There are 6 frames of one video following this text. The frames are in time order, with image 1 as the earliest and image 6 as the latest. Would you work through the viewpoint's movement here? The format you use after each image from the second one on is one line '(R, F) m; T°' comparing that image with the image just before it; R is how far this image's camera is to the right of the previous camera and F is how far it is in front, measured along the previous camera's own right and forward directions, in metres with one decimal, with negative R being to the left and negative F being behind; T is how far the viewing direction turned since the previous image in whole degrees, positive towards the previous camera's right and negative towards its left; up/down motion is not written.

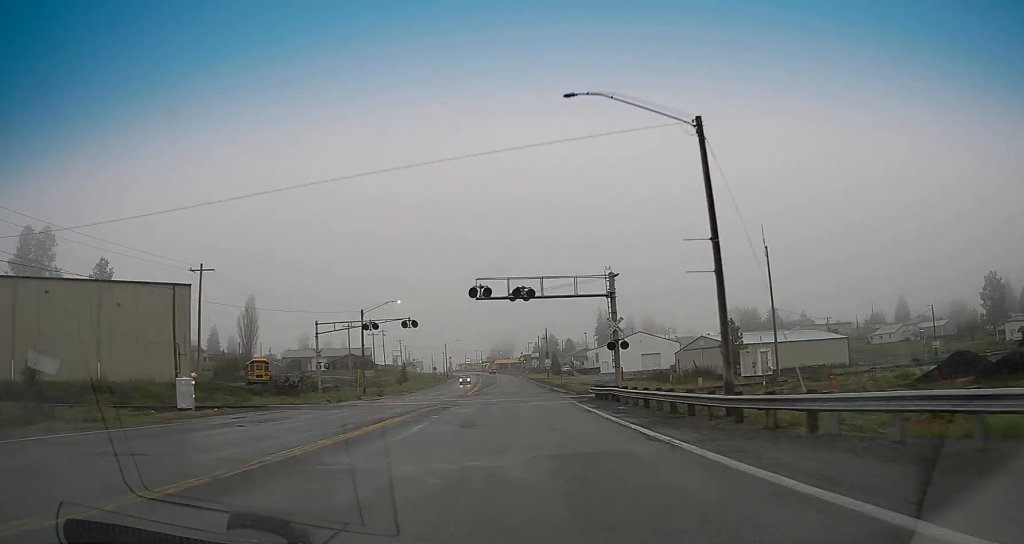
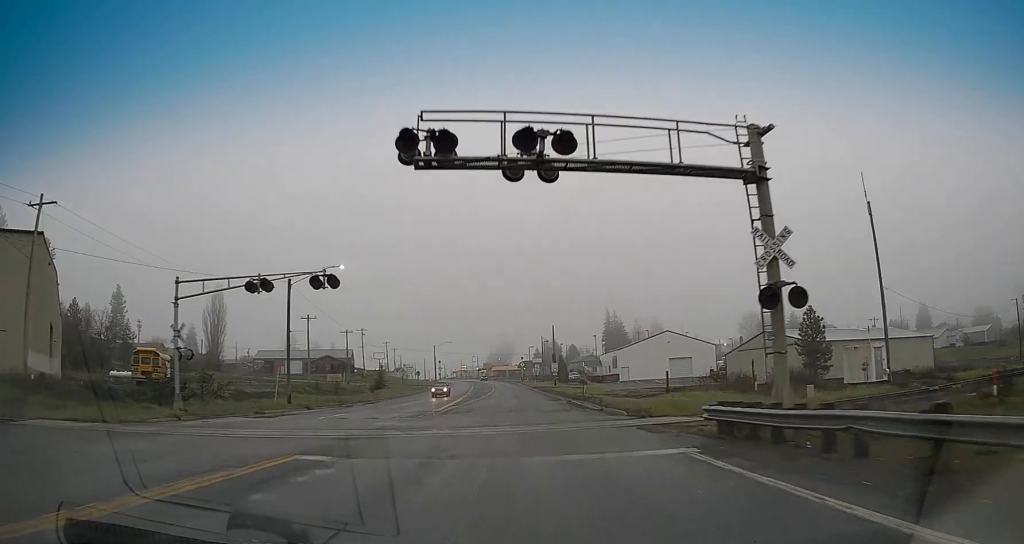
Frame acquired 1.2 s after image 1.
(+0.6, +23.1) m; +1°
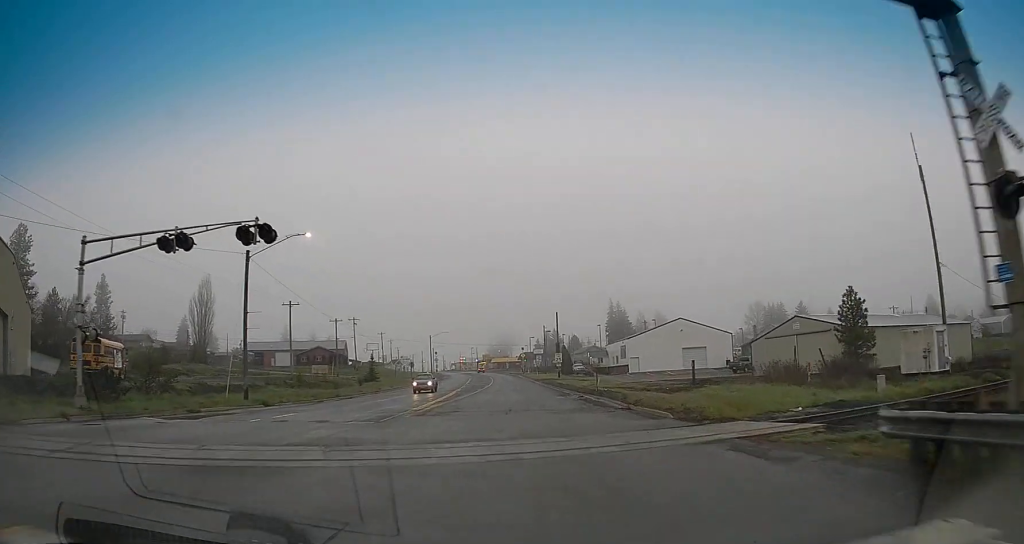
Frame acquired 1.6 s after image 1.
(-0.1, +8.0) m; 0°
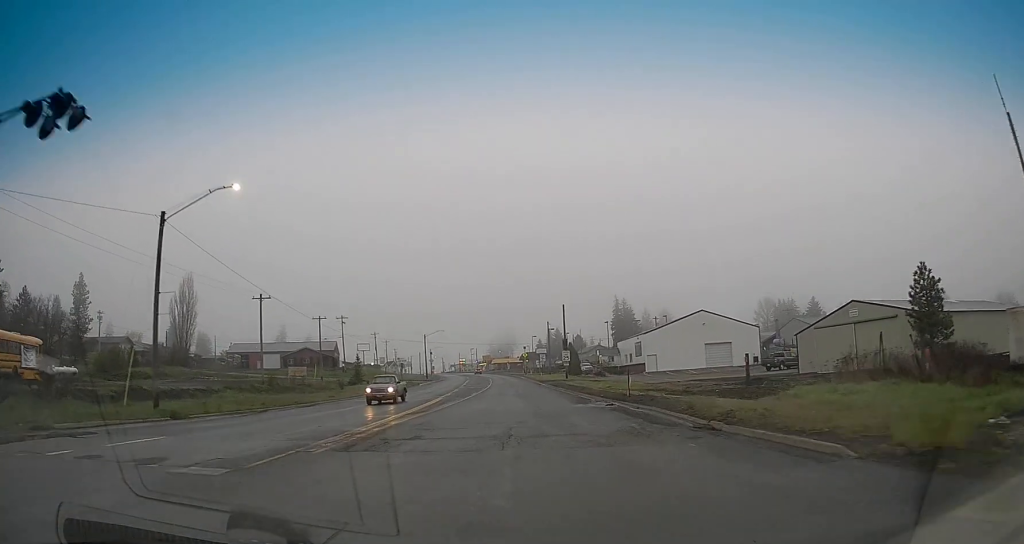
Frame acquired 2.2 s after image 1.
(0.0, +10.6) m; 0°
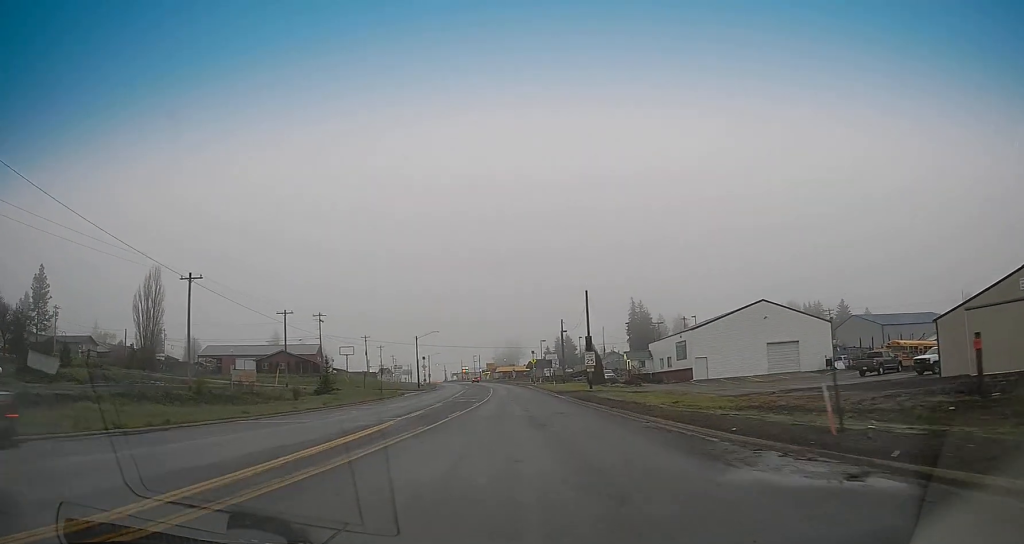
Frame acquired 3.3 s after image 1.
(-0.1, +18.7) m; -1°
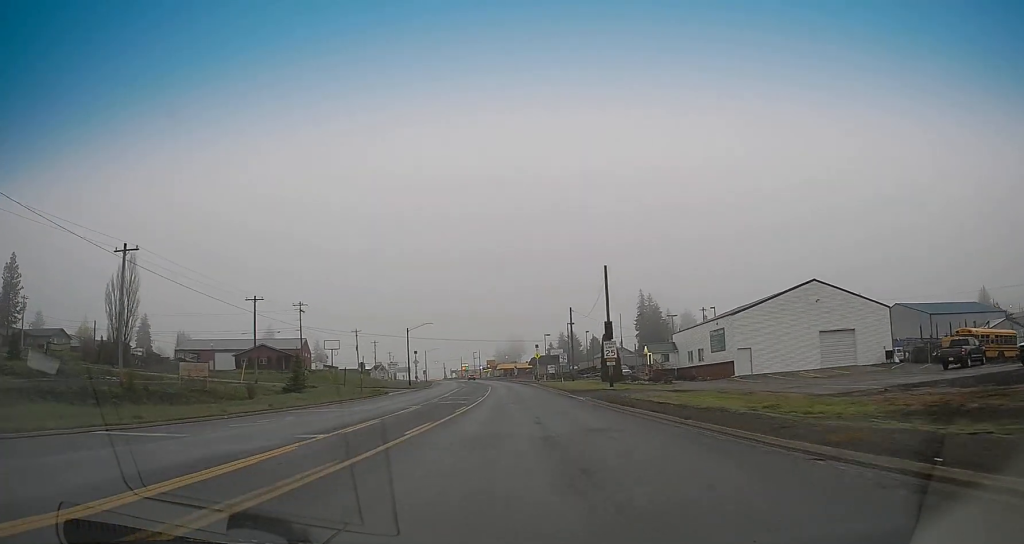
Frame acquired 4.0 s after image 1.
(-0.2, +11.2) m; 0°
